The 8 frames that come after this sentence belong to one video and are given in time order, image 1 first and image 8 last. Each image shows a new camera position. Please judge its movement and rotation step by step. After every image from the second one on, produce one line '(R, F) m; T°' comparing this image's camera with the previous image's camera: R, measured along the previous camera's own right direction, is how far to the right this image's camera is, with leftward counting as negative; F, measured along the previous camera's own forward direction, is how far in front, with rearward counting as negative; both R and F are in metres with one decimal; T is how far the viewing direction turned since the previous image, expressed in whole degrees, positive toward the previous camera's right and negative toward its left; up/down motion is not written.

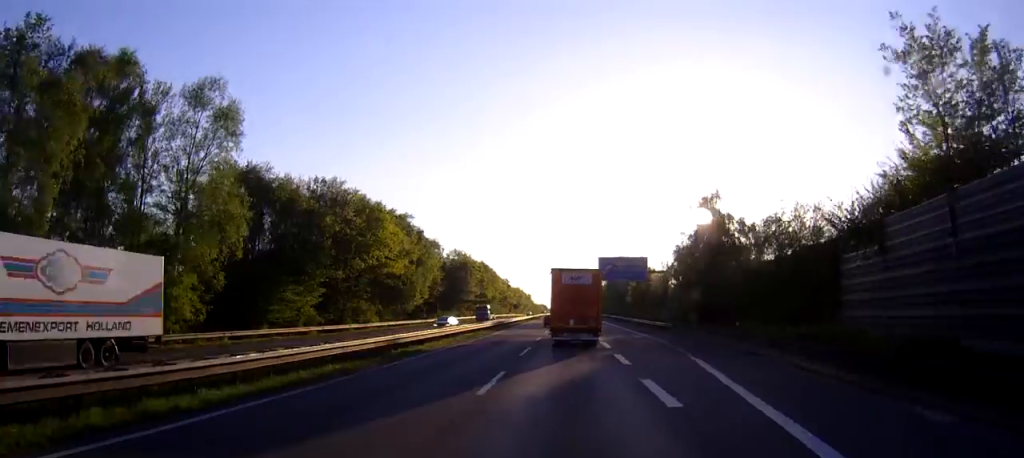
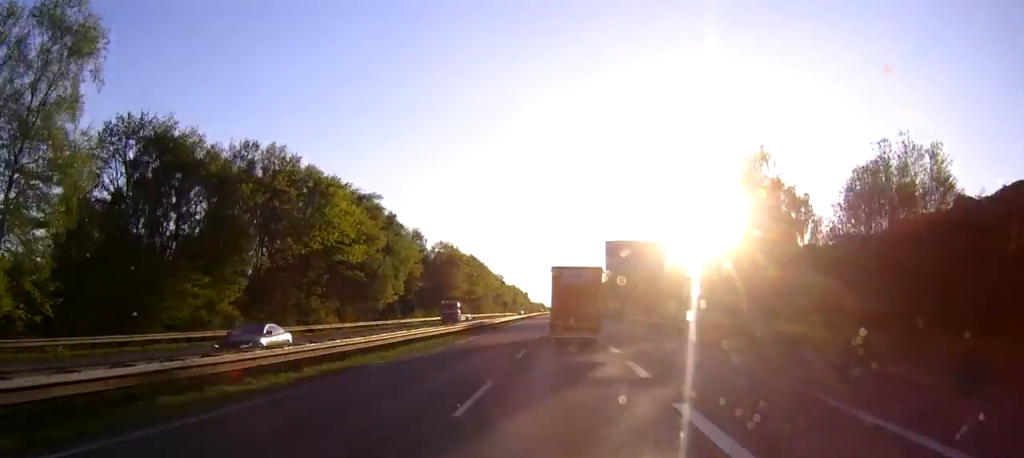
(+0.1, +17.5) m; 0°
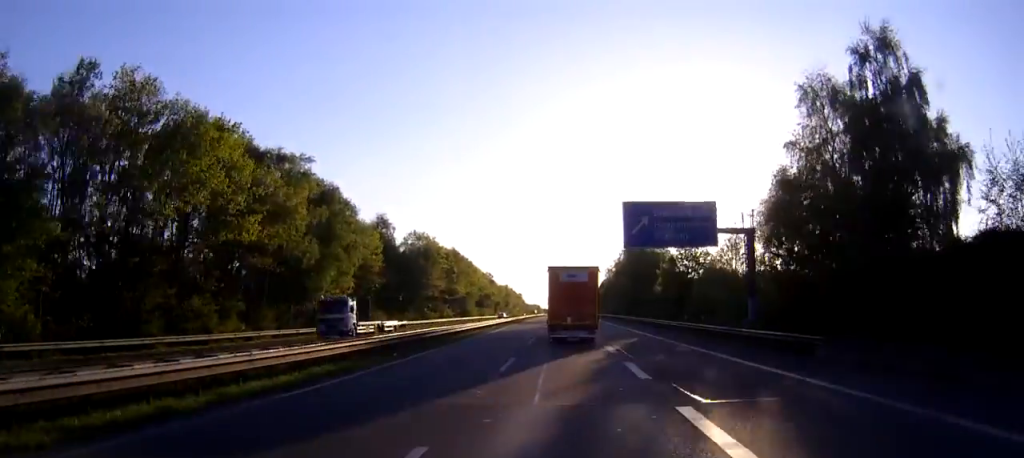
(-0.1, +23.9) m; 0°
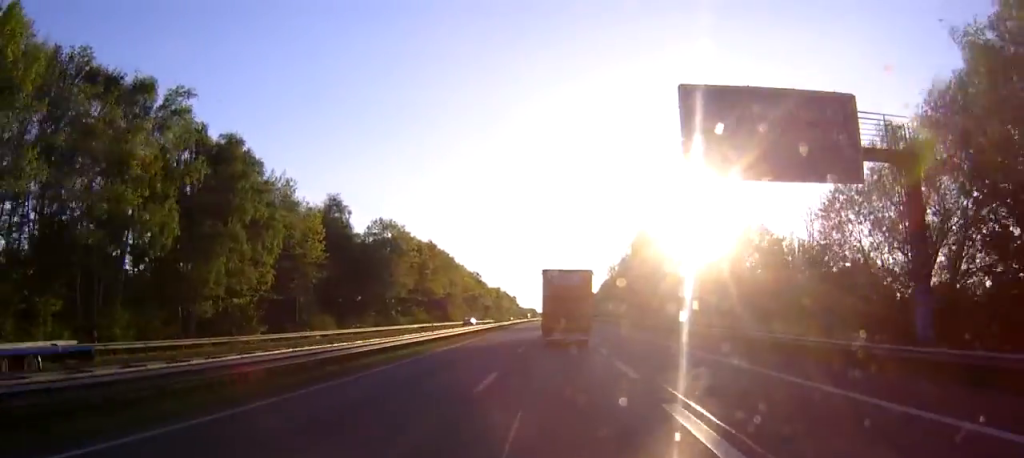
(0.0, +23.1) m; 0°
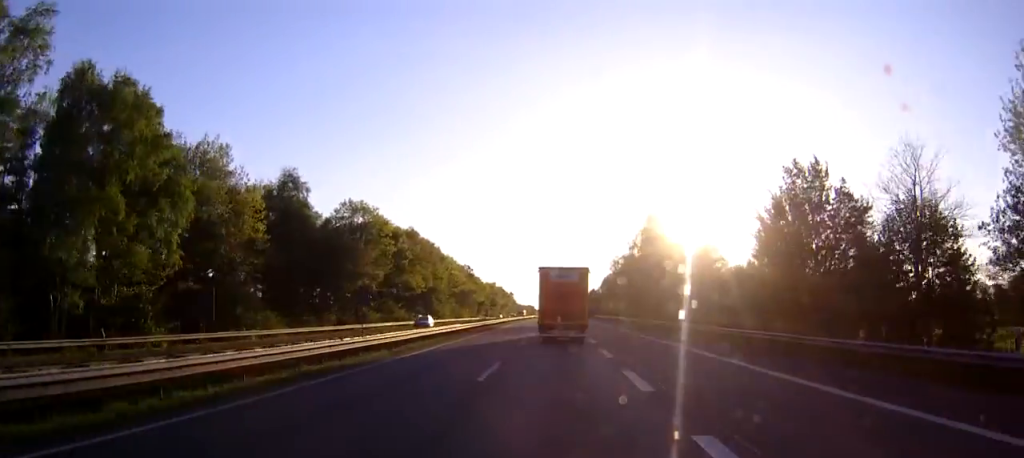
(0.0, +15.9) m; 0°
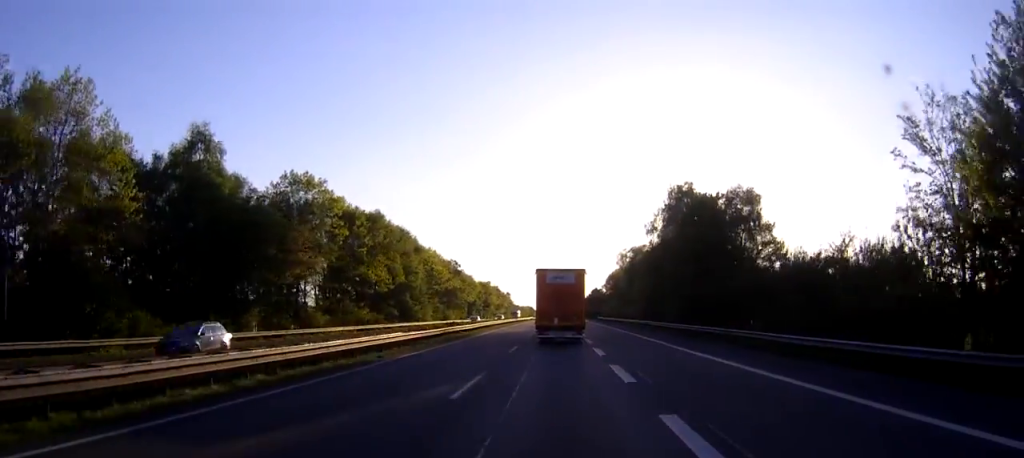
(0.0, +21.5) m; 0°
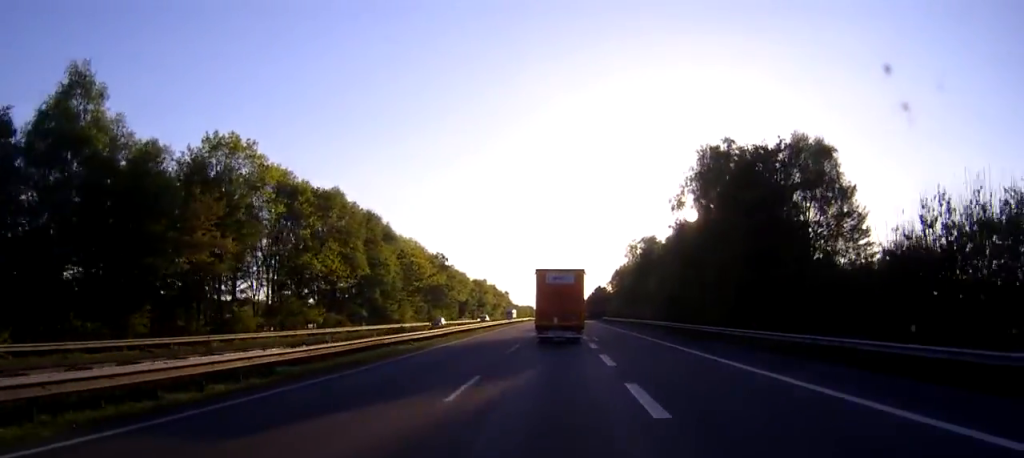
(0.0, +18.2) m; 0°
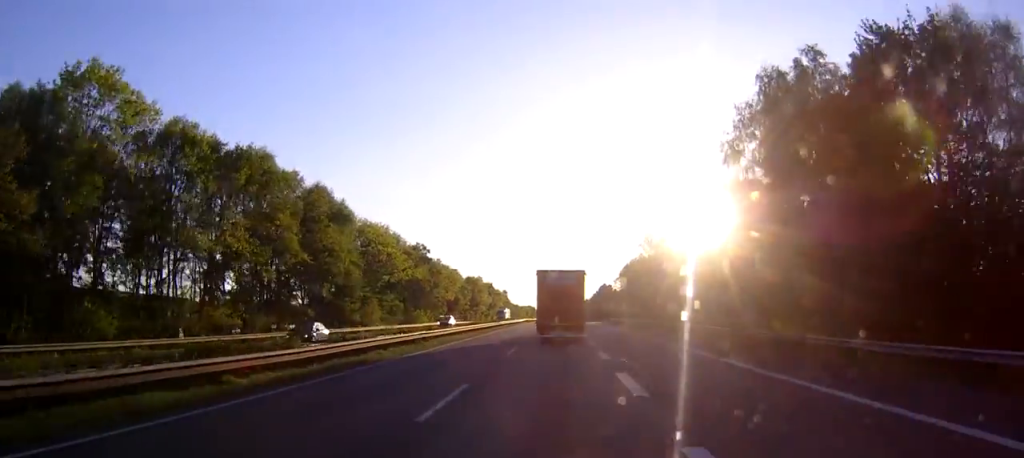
(0.0, +20.5) m; 0°
